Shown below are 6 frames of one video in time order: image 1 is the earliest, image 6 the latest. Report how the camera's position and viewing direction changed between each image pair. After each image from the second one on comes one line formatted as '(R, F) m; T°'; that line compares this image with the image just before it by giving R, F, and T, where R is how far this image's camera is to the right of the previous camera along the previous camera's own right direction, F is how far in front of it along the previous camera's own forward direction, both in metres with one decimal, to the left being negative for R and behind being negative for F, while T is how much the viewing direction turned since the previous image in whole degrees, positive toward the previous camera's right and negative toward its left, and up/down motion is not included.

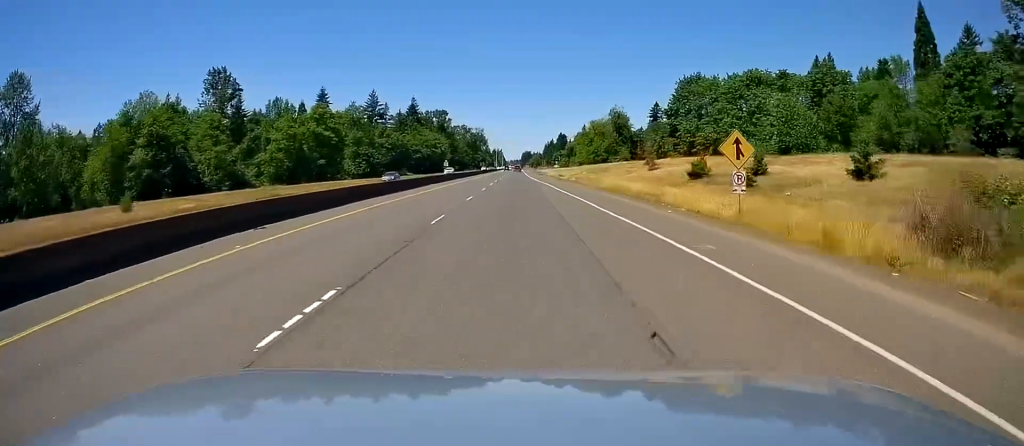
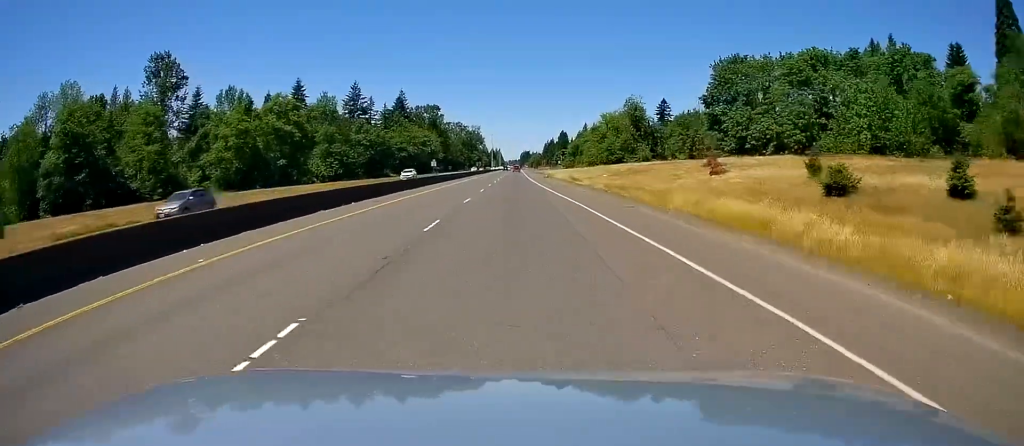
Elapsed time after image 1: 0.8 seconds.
(+0.1, +26.2) m; 0°
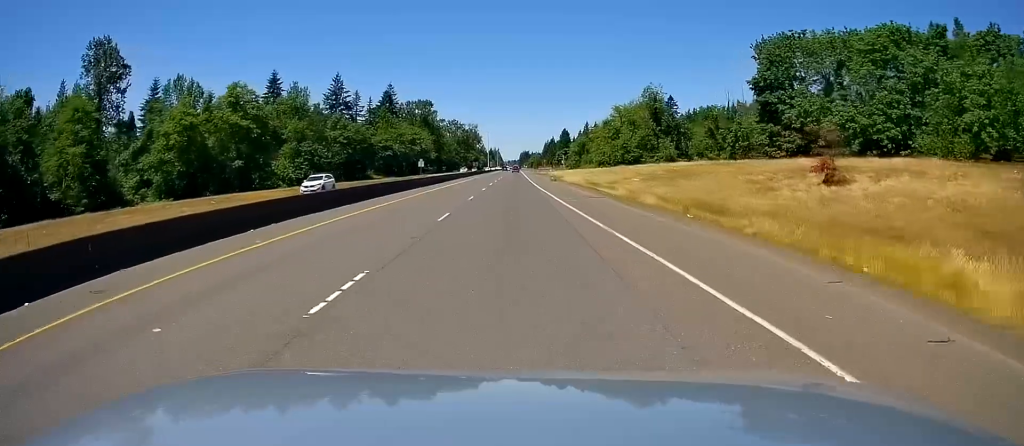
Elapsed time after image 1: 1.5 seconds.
(0.0, +21.4) m; 0°
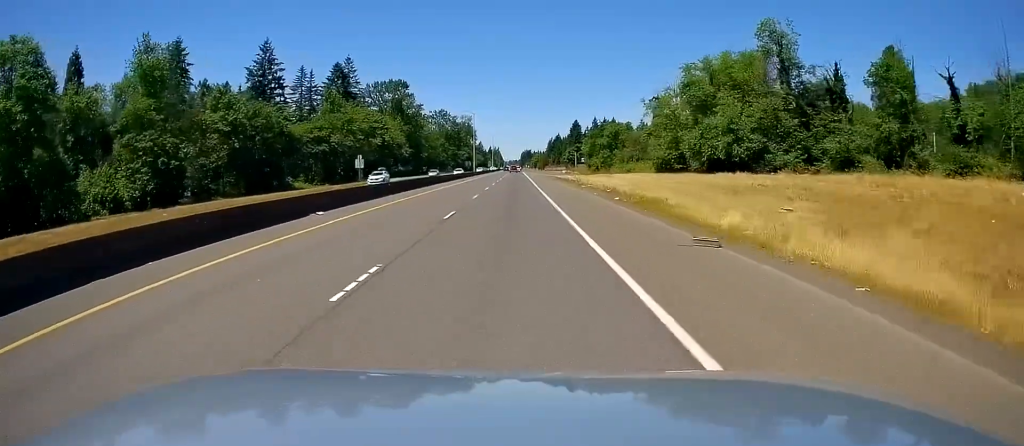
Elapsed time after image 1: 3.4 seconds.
(-0.1, +60.2) m; 0°
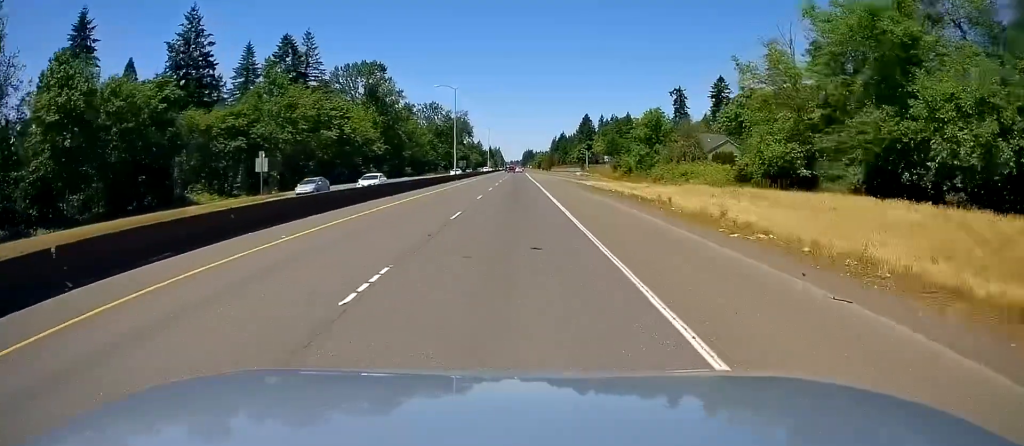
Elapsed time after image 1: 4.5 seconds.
(-0.3, +36.3) m; -1°
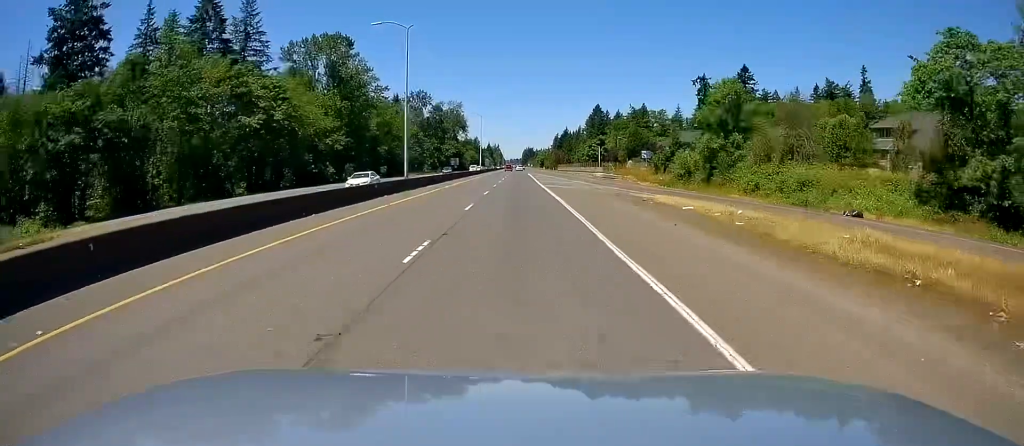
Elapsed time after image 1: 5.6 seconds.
(0.0, +33.3) m; +1°
